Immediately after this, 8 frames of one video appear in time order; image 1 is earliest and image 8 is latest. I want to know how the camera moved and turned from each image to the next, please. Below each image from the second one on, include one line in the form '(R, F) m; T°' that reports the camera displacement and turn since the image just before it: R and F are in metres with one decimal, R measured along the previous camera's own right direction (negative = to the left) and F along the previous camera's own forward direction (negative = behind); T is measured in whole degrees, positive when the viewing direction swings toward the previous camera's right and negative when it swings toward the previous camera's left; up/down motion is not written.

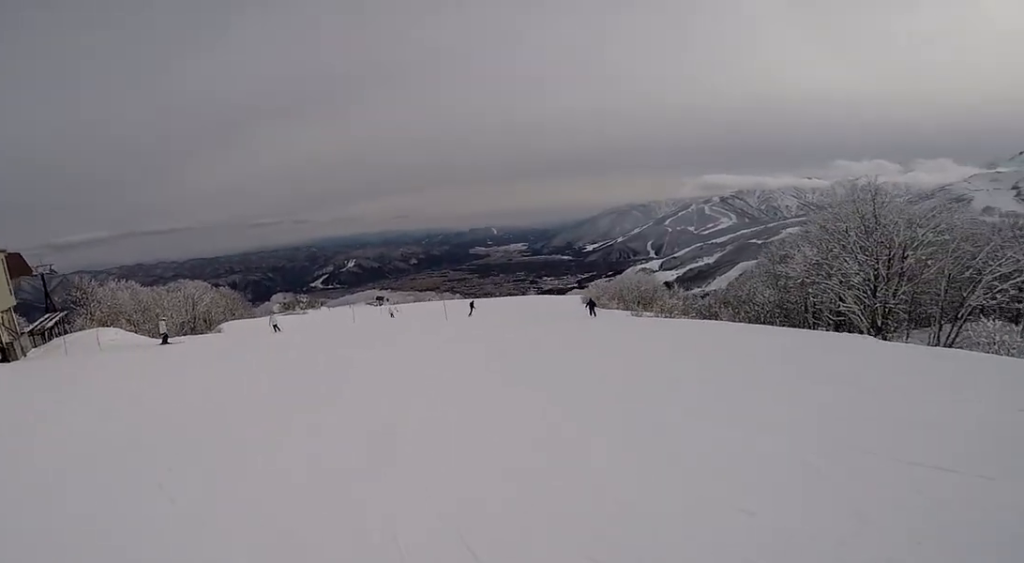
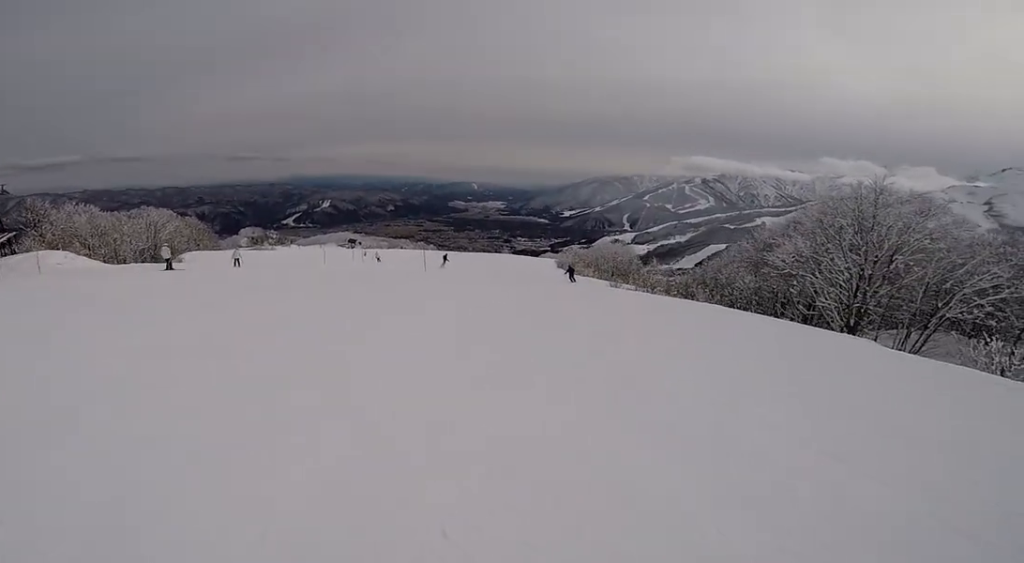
(+0.5, +2.0) m; +4°
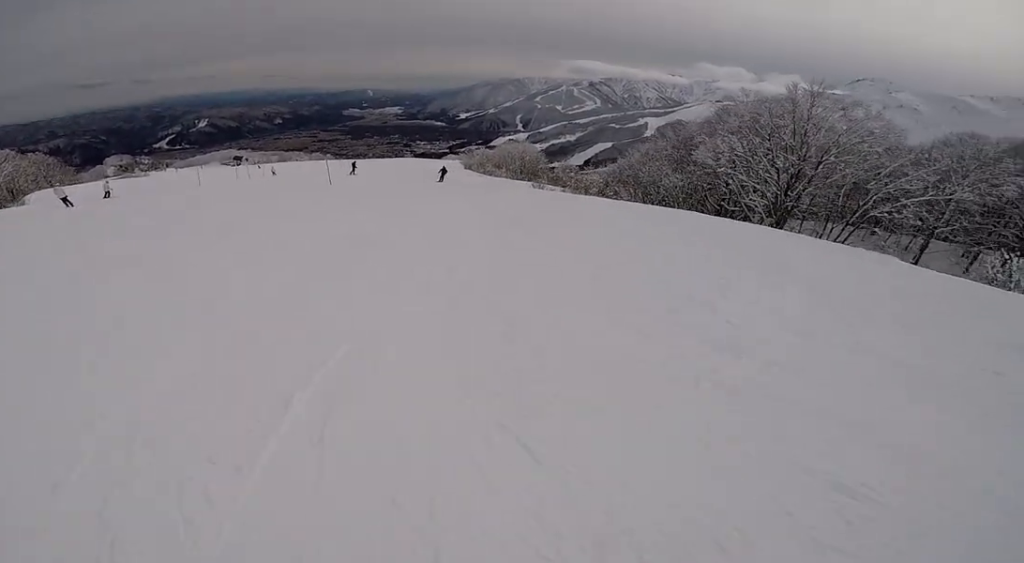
(-0.2, +5.0) m; +19°
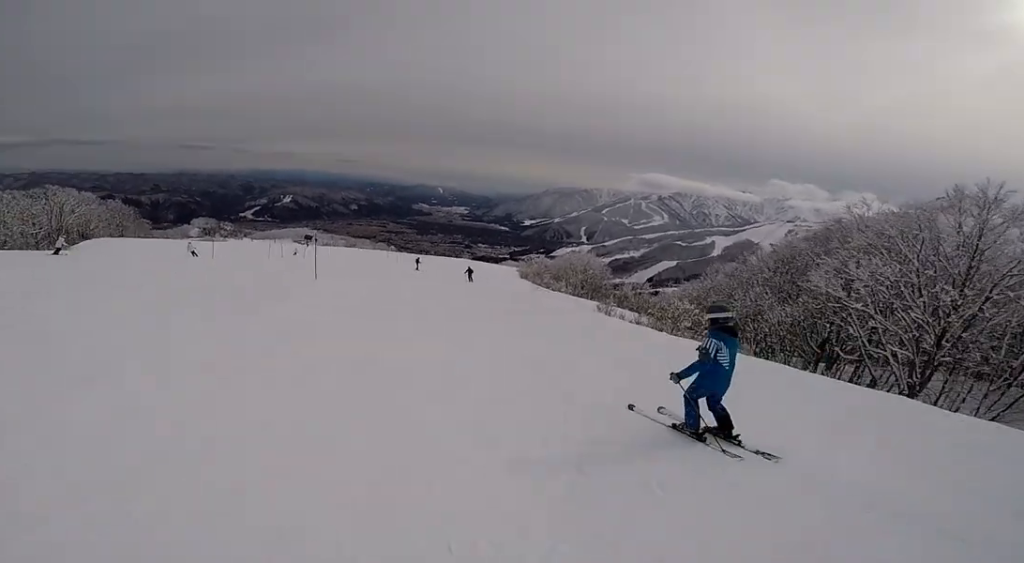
(+1.7, +7.9) m; -4°
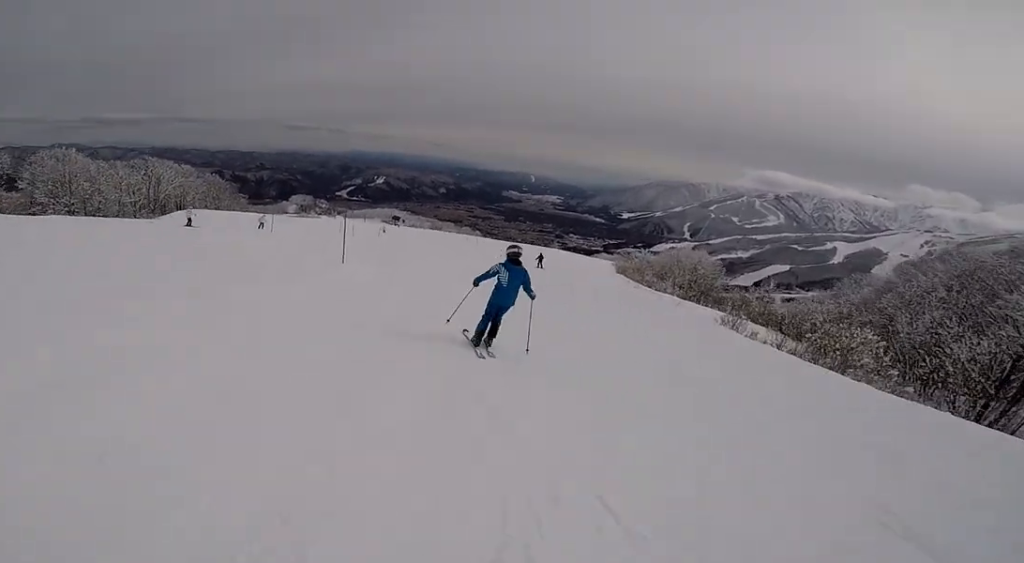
(-1.1, +4.8) m; -18°
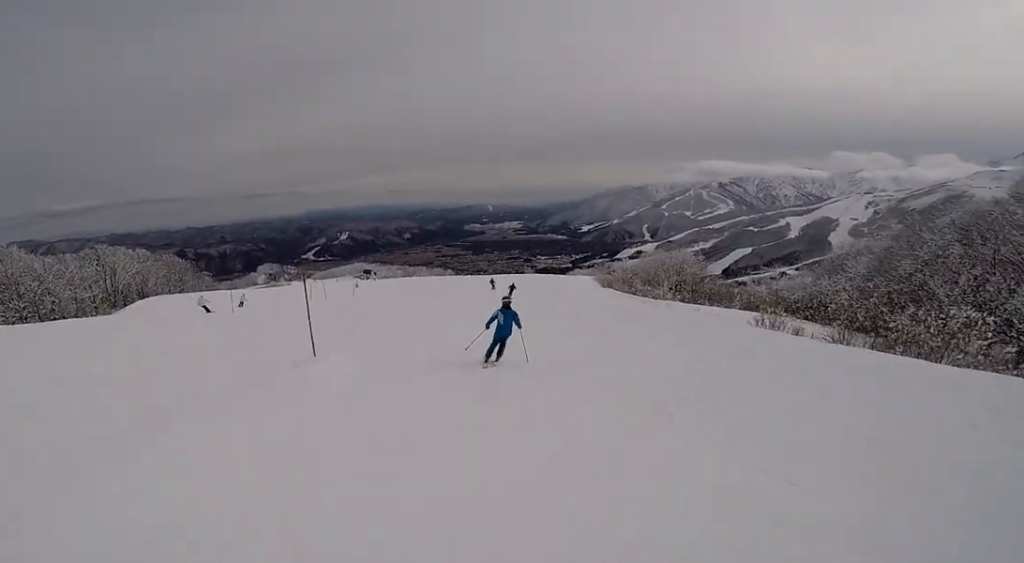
(-0.5, +4.2) m; 0°
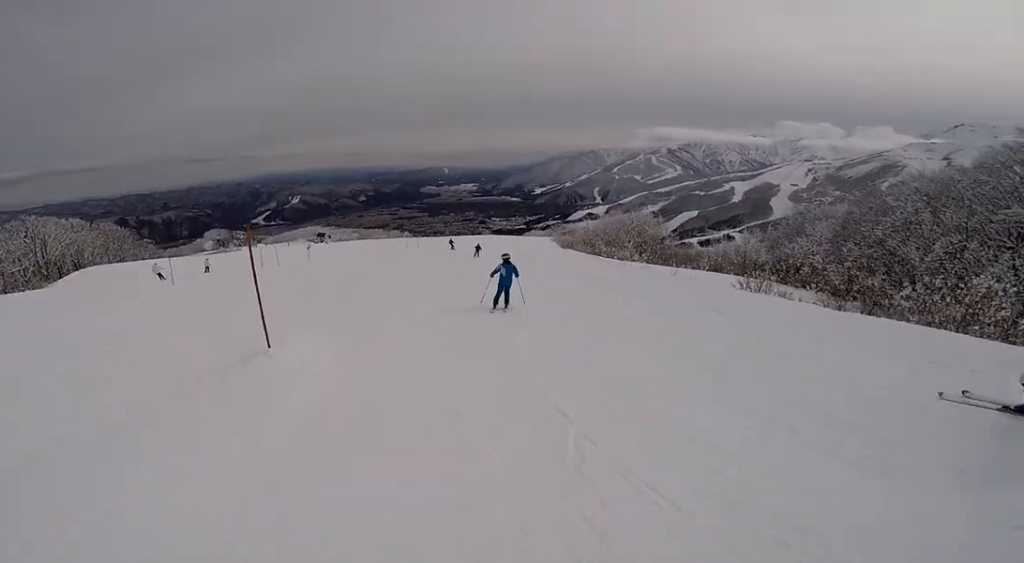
(0.0, +2.5) m; +7°
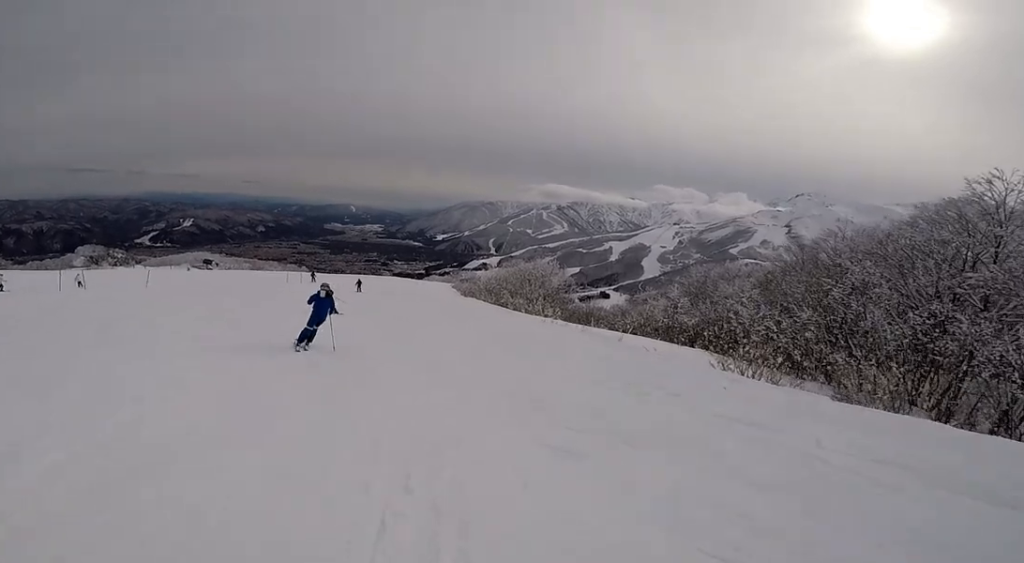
(+2.9, +8.4) m; +19°
